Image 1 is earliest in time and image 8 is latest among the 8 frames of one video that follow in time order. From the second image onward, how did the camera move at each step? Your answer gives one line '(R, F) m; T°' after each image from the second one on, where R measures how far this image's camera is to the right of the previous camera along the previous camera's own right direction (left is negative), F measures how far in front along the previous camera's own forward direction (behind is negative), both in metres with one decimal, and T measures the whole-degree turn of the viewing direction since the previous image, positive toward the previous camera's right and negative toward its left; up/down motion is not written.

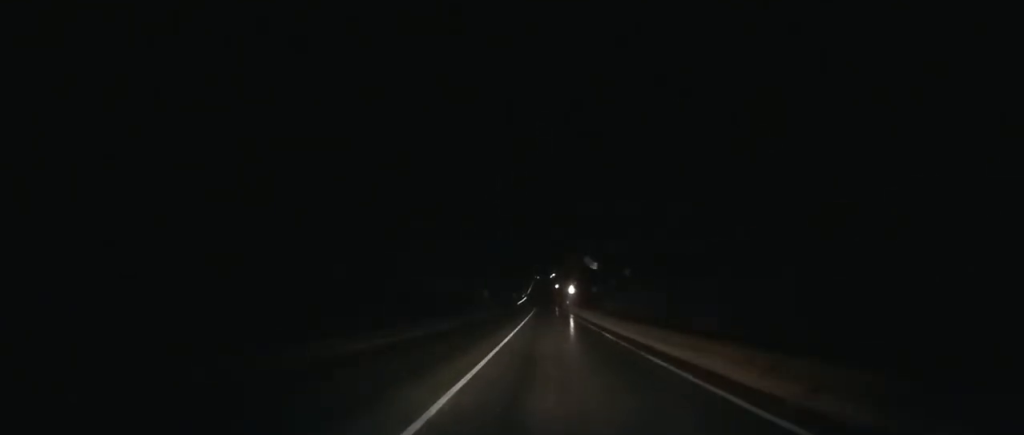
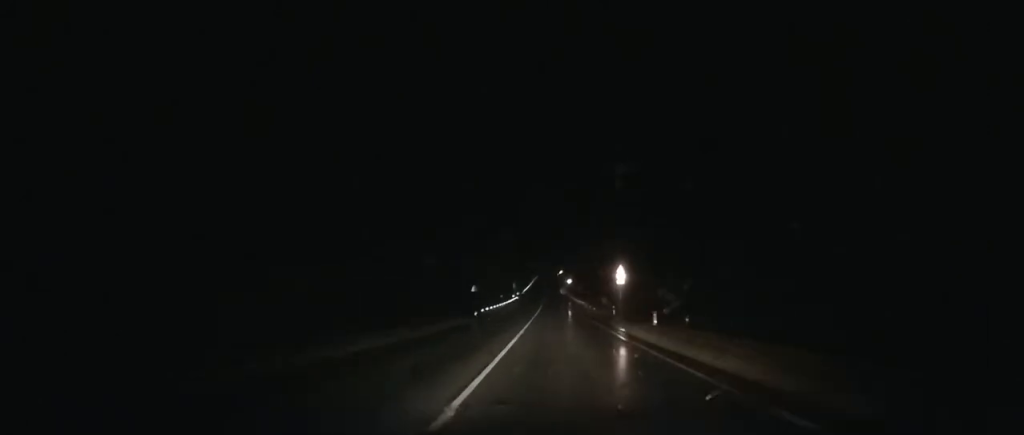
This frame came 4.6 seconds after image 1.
(+0.3, +93.3) m; 0°
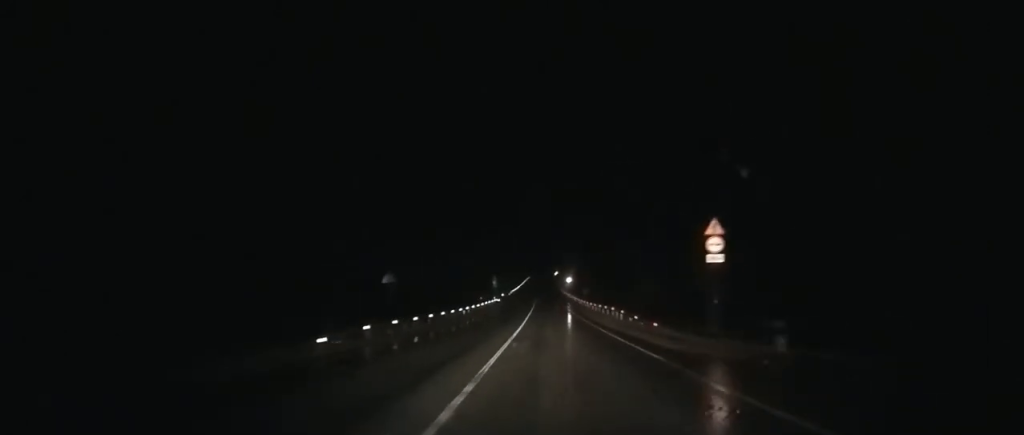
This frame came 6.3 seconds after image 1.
(+0.1, +36.5) m; 0°
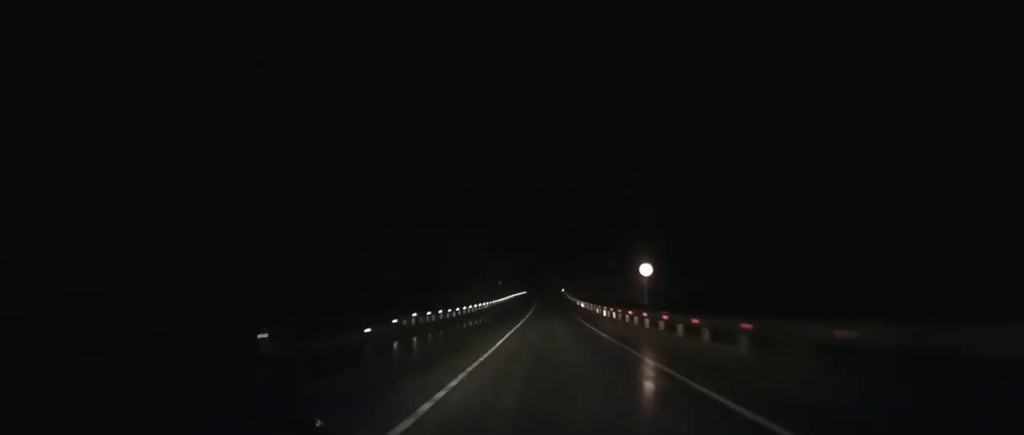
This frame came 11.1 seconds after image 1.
(-1.5, +102.4) m; -1°
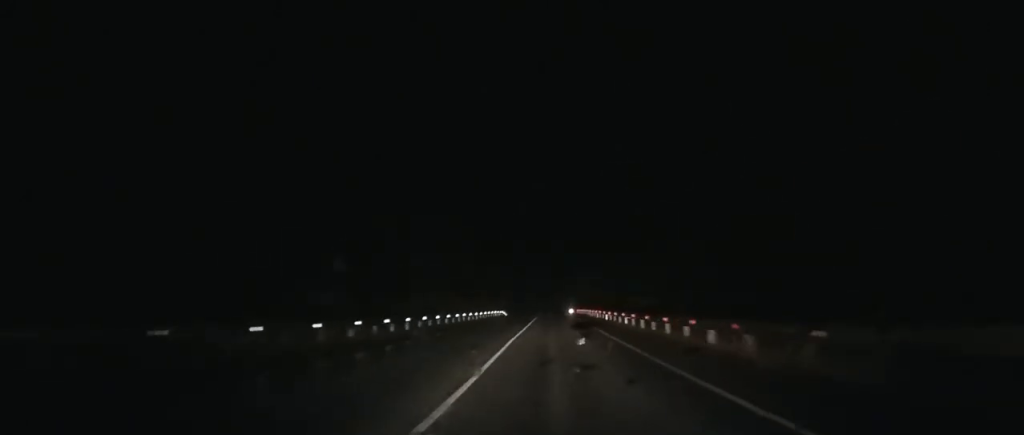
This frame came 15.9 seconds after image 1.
(+1.2, +97.7) m; +2°
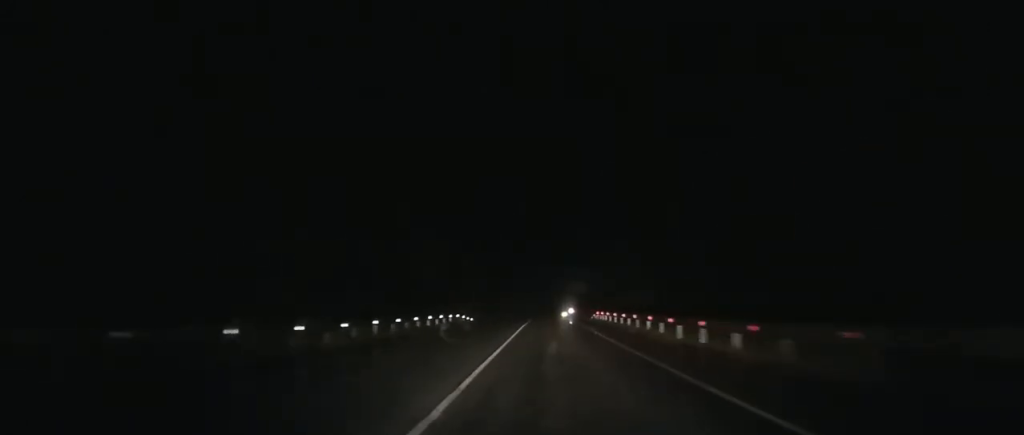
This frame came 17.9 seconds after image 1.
(+0.2, +39.6) m; +1°
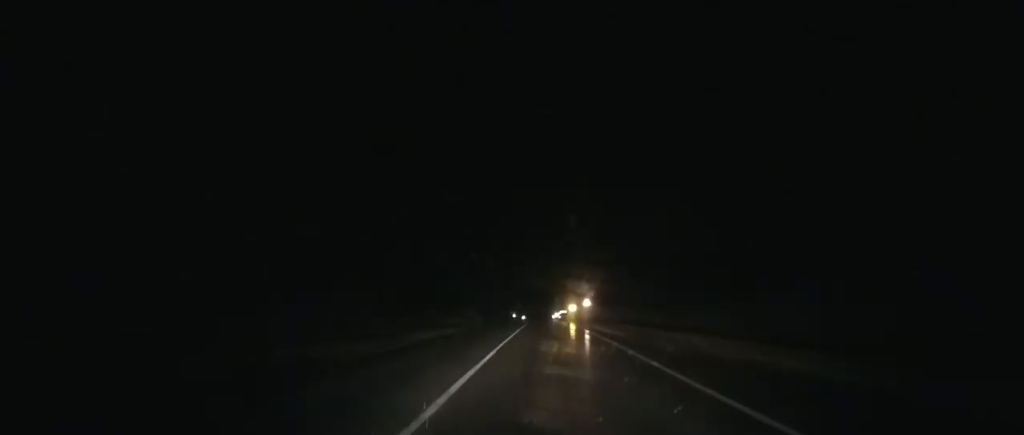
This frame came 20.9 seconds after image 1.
(+0.4, +61.0) m; 0°
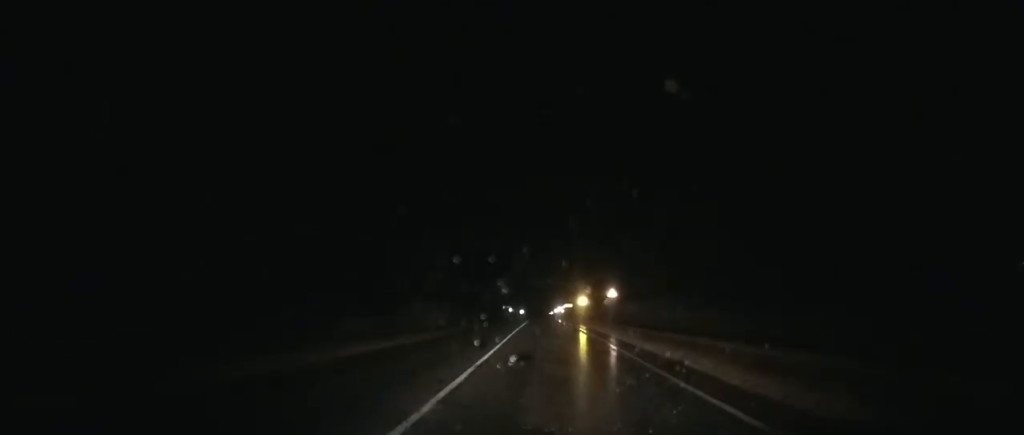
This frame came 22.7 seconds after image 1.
(+0.1, +37.3) m; 0°
